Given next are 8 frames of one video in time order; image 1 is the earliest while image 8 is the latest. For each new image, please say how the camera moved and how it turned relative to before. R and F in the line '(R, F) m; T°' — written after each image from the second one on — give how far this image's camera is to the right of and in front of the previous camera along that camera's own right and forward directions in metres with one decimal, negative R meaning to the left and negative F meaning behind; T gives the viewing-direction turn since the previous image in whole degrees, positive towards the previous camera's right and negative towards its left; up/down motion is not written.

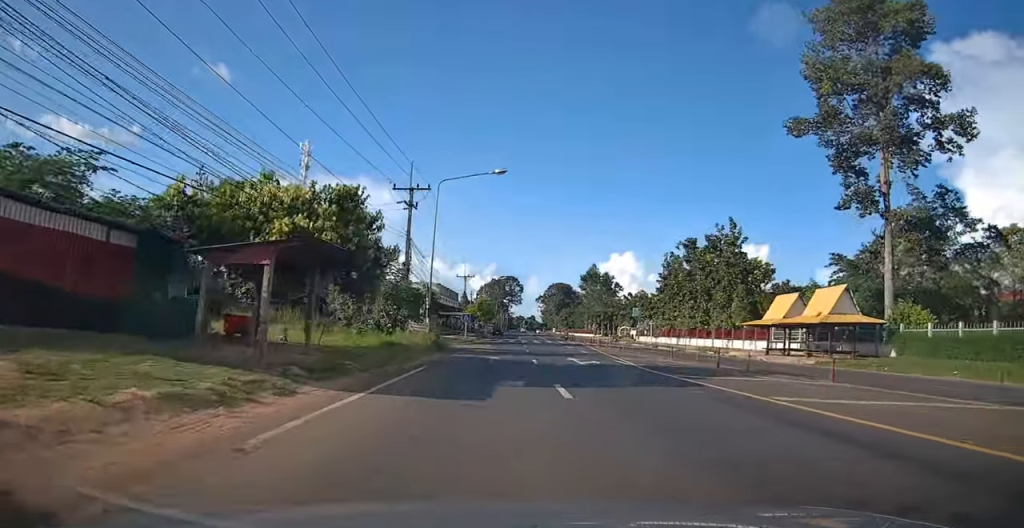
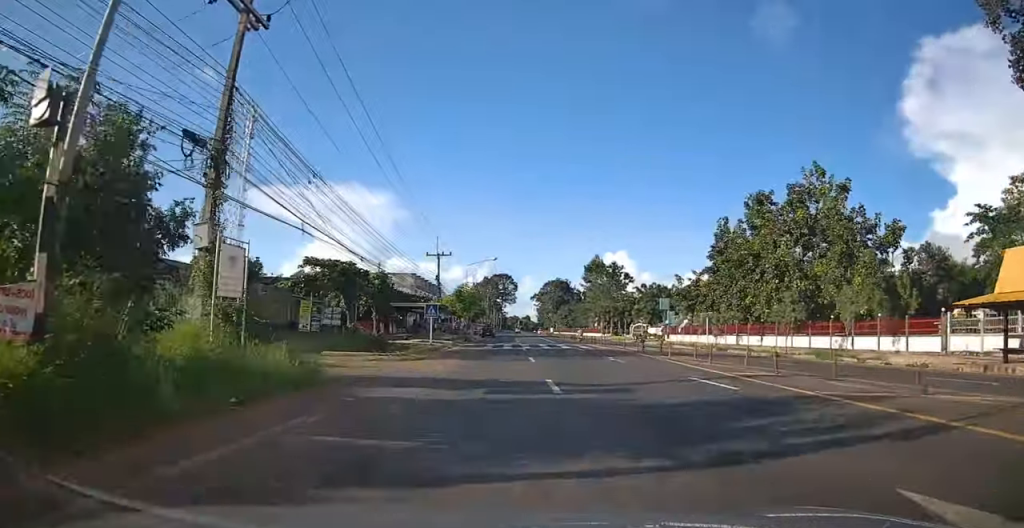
(0.0, +21.6) m; 0°
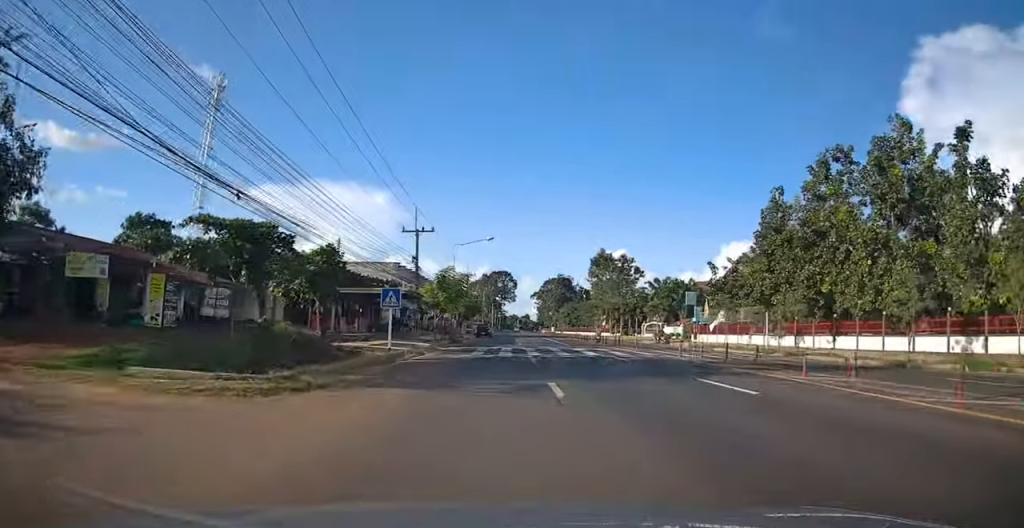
(0.0, +13.7) m; -1°
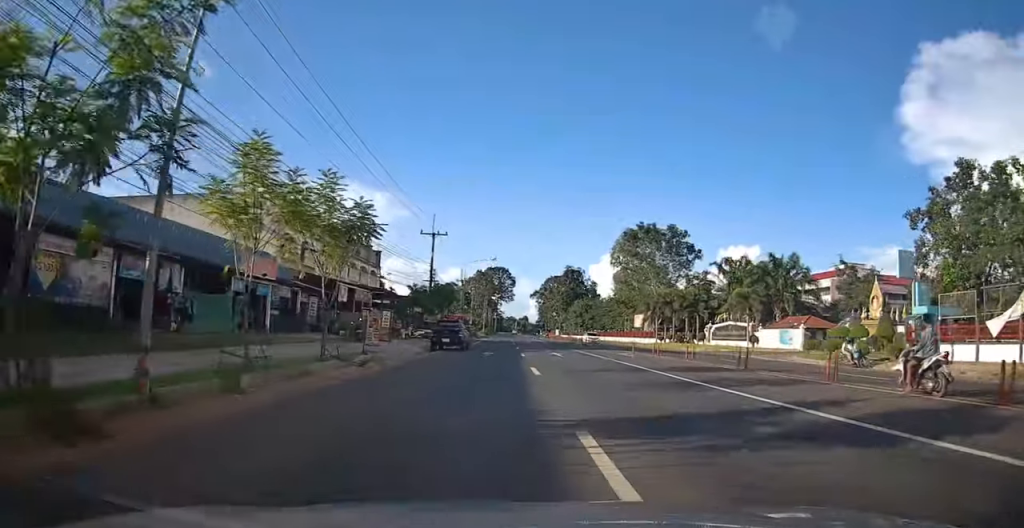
(-0.2, +40.4) m; +1°
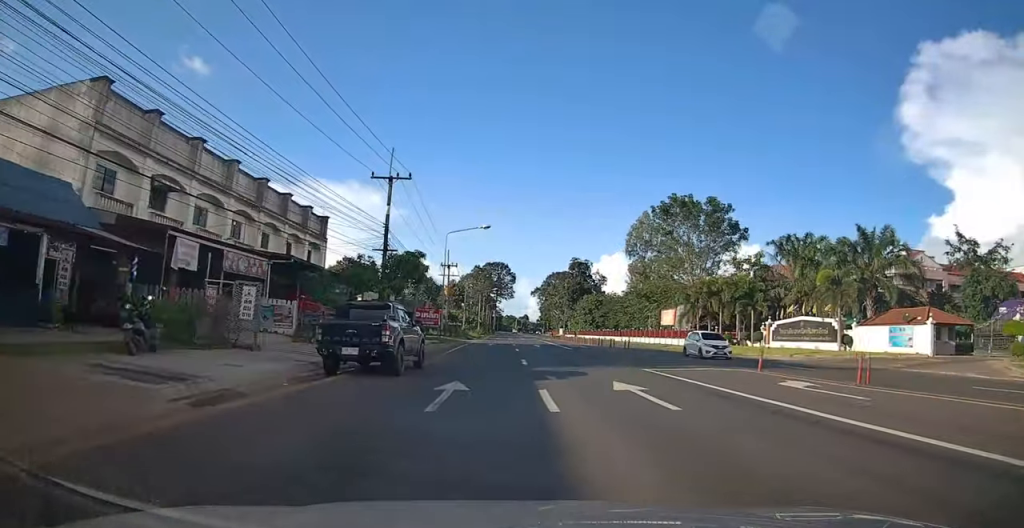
(+0.1, +17.2) m; -1°
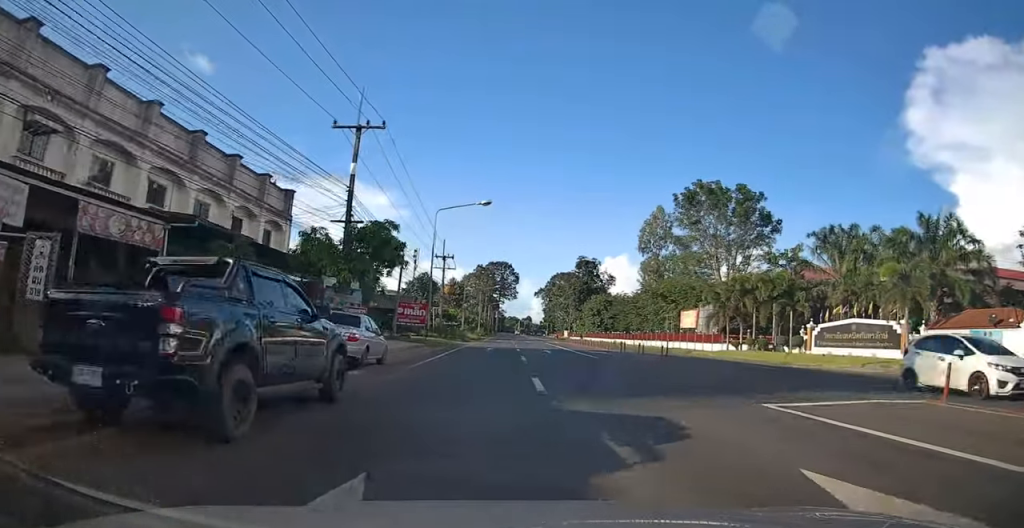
(0.0, +8.1) m; -1°
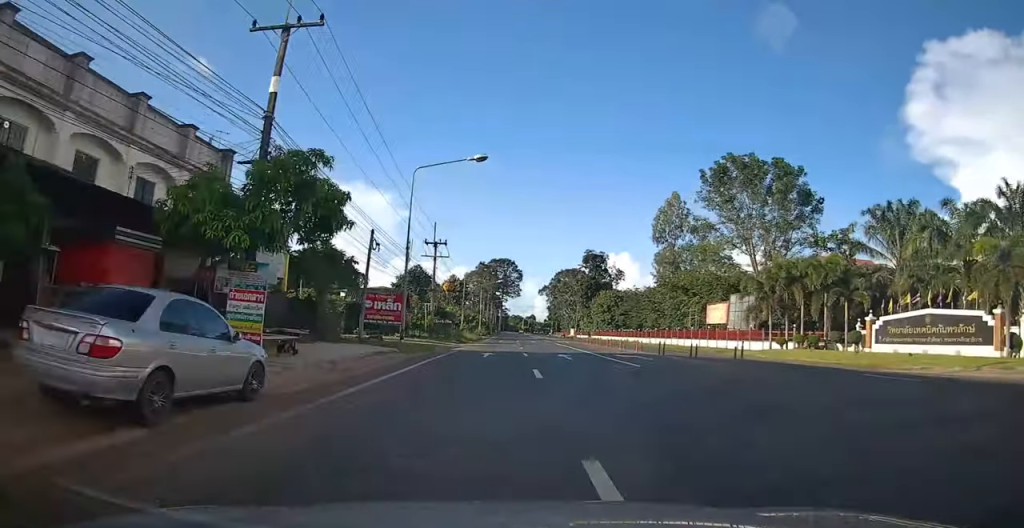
(-0.3, +9.3) m; 0°
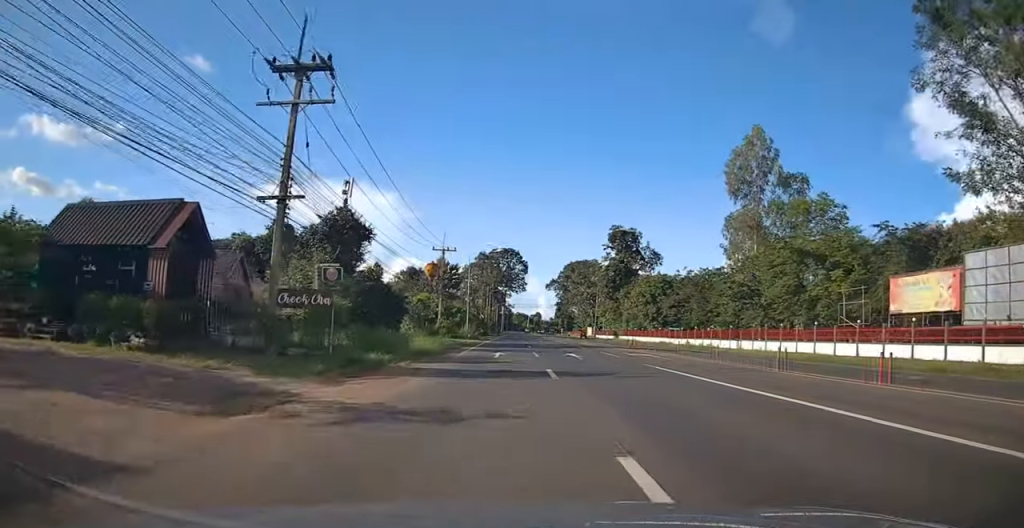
(+0.6, +39.0) m; +2°
